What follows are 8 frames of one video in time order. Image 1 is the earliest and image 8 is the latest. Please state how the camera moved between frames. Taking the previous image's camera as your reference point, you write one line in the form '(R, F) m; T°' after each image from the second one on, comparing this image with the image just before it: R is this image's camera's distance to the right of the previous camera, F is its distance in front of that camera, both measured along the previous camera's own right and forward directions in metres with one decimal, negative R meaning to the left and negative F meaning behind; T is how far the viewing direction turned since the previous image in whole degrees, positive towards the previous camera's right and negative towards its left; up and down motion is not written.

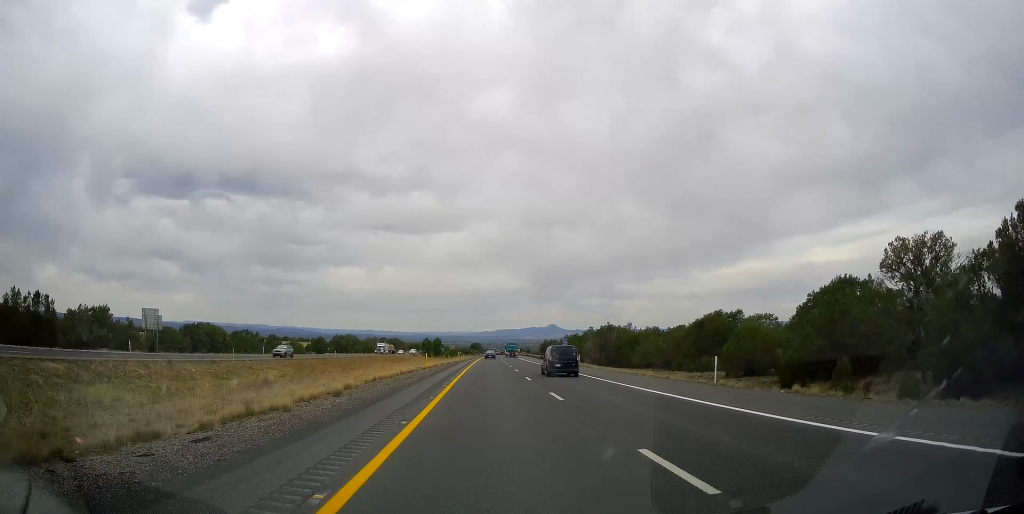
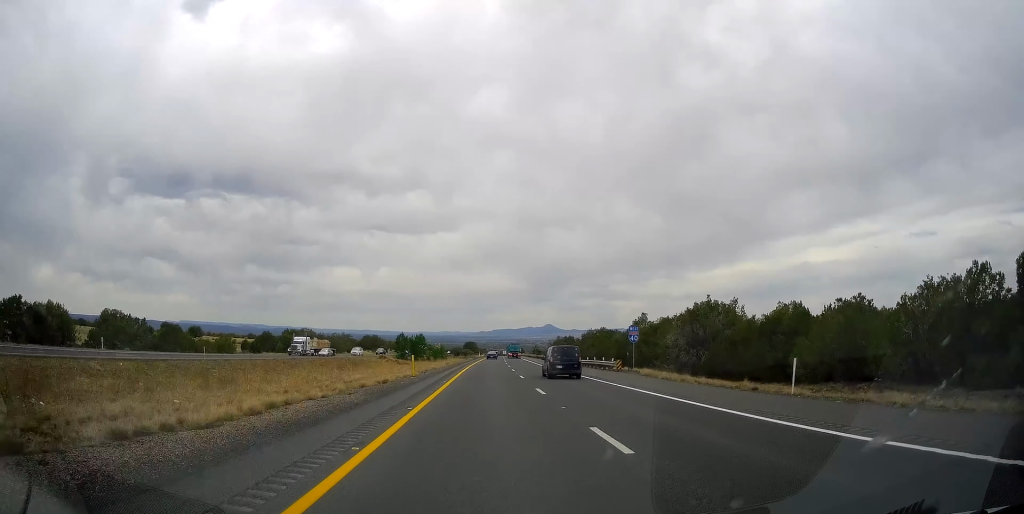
(0.0, +46.2) m; 0°
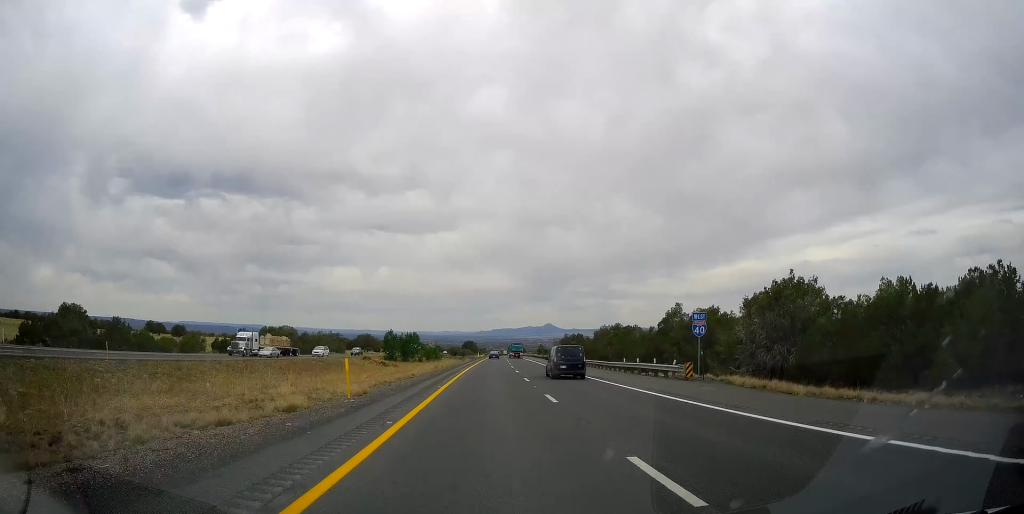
(0.0, +15.4) m; 0°
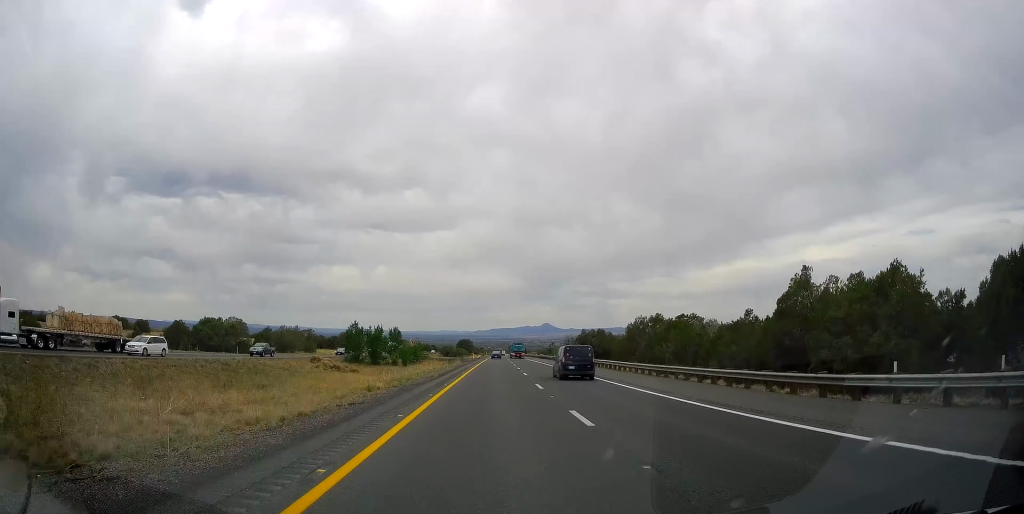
(0.0, +29.8) m; +1°
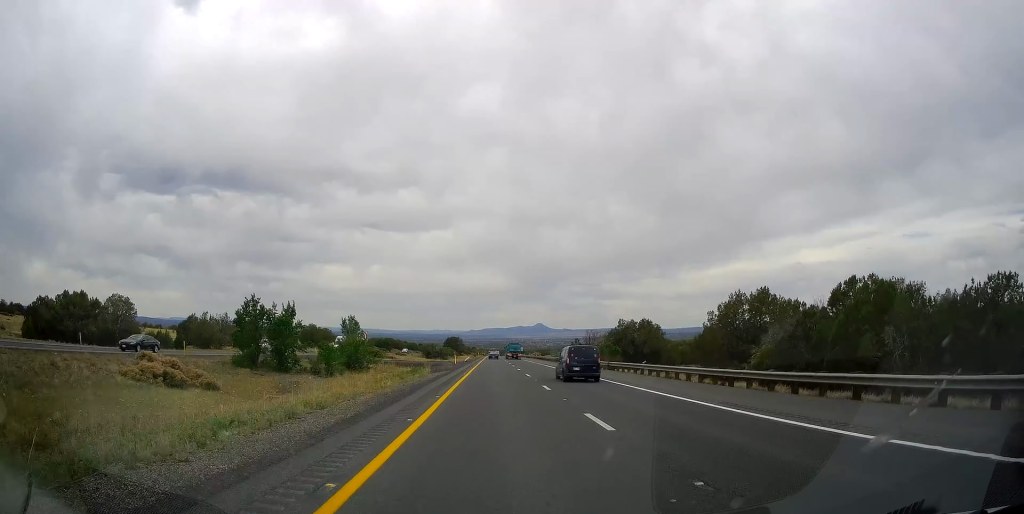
(+0.4, +37.4) m; 0°
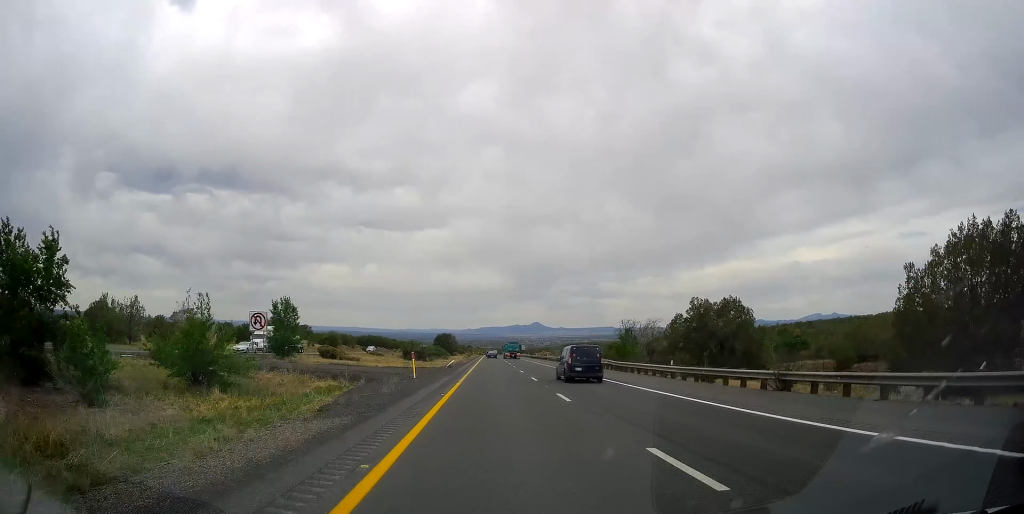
(-0.4, +29.7) m; 0°
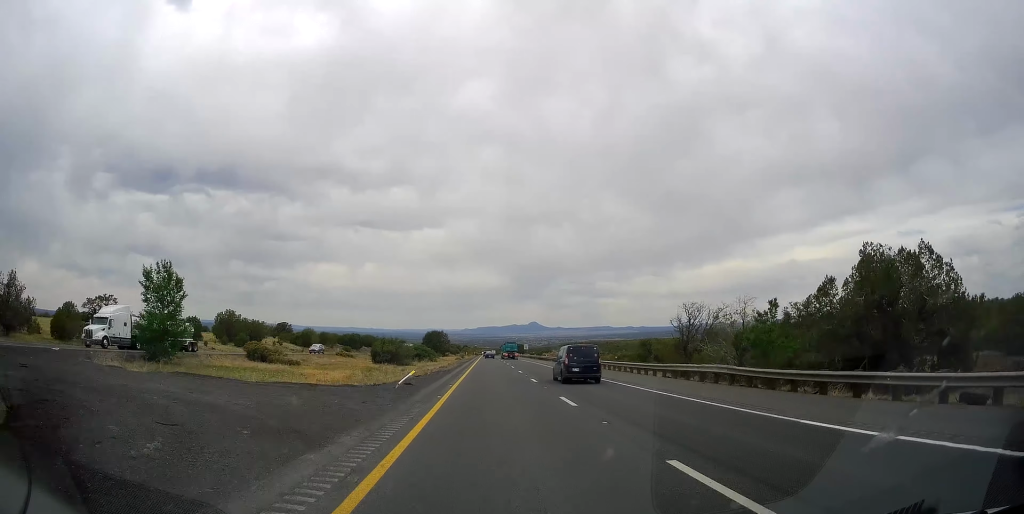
(+0.4, +25.3) m; +1°
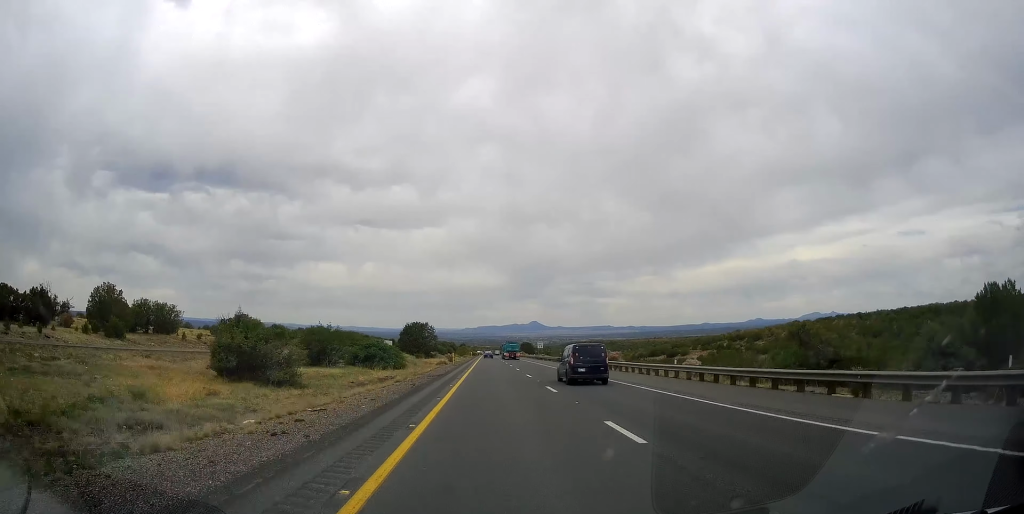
(+0.1, +44.0) m; 0°
